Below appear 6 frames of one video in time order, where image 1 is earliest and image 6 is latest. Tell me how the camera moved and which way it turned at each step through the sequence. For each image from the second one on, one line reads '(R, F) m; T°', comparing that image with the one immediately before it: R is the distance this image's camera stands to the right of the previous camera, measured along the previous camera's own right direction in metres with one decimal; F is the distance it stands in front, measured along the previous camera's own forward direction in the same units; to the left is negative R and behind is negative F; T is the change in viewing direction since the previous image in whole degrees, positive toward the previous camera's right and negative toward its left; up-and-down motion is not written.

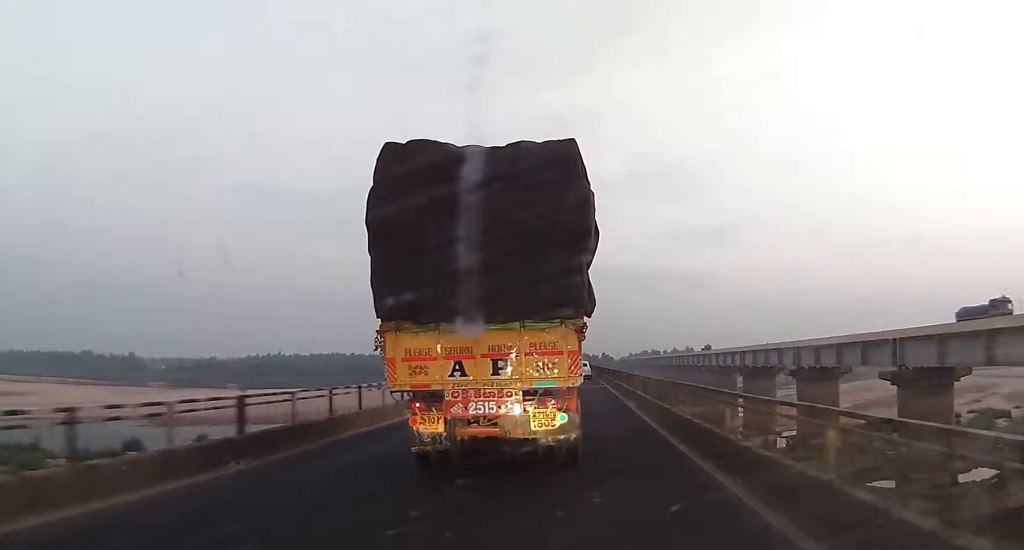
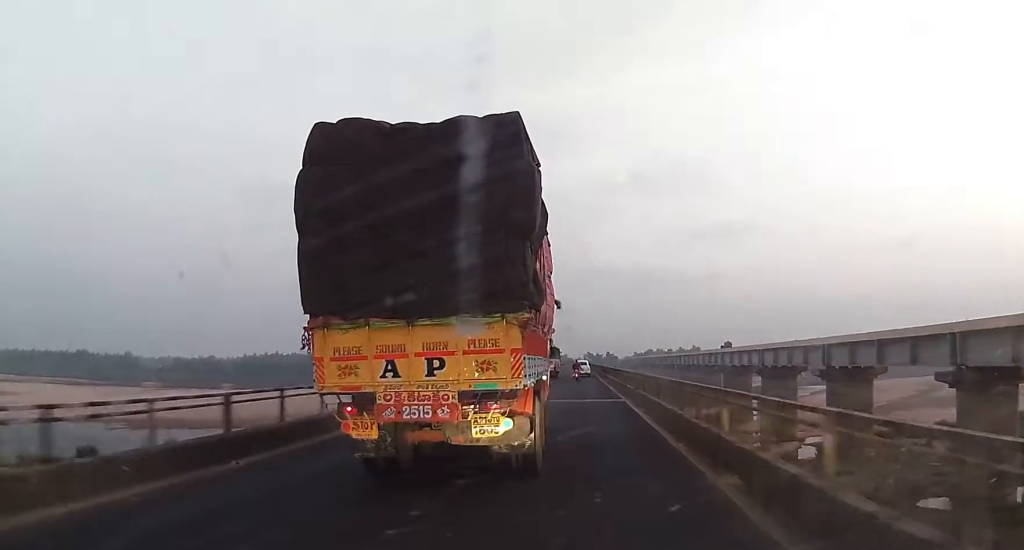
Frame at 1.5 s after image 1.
(0.0, +15.8) m; 0°
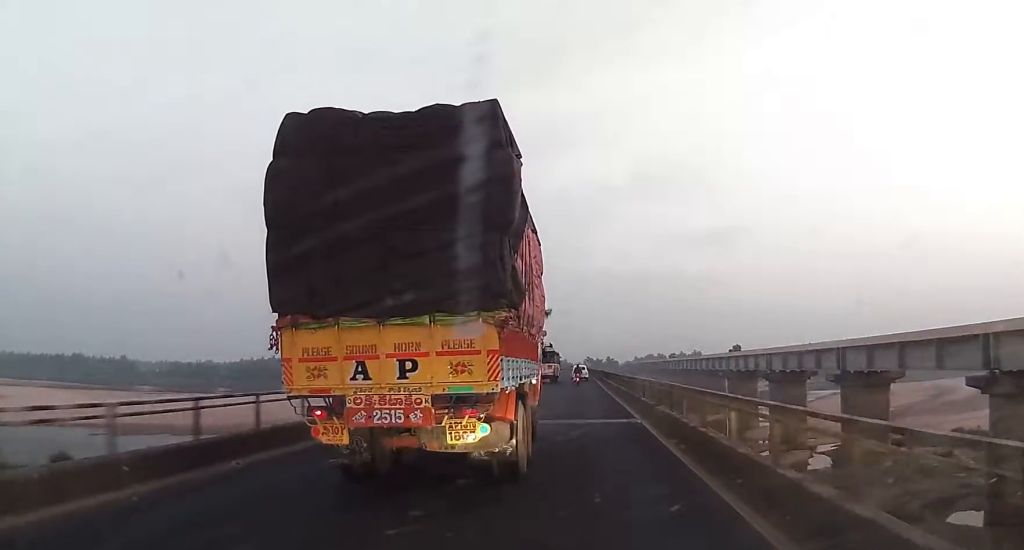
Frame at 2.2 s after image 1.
(0.0, +7.6) m; -1°
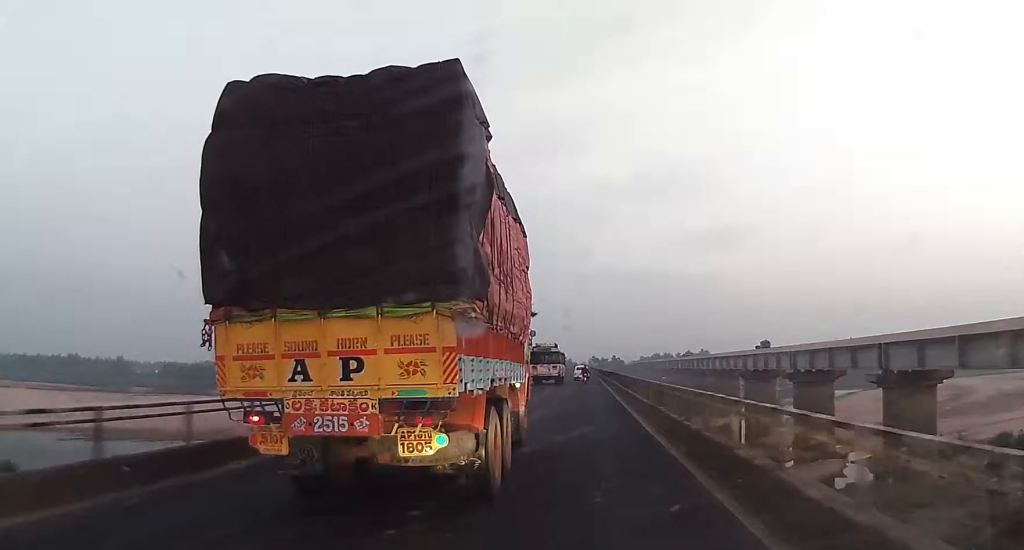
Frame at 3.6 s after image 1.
(+0.2, +16.0) m; +3°
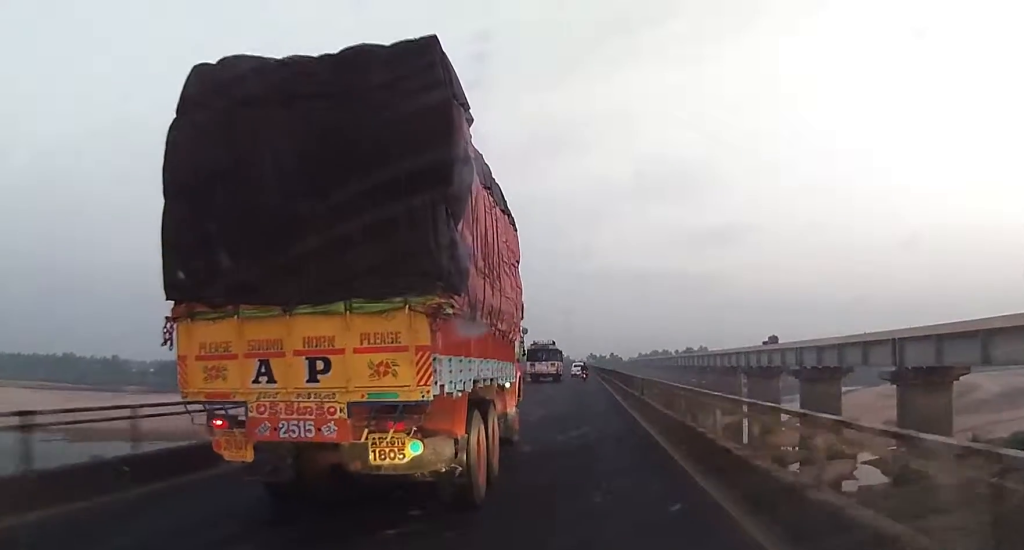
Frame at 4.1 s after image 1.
(+0.6, +5.7) m; -1°
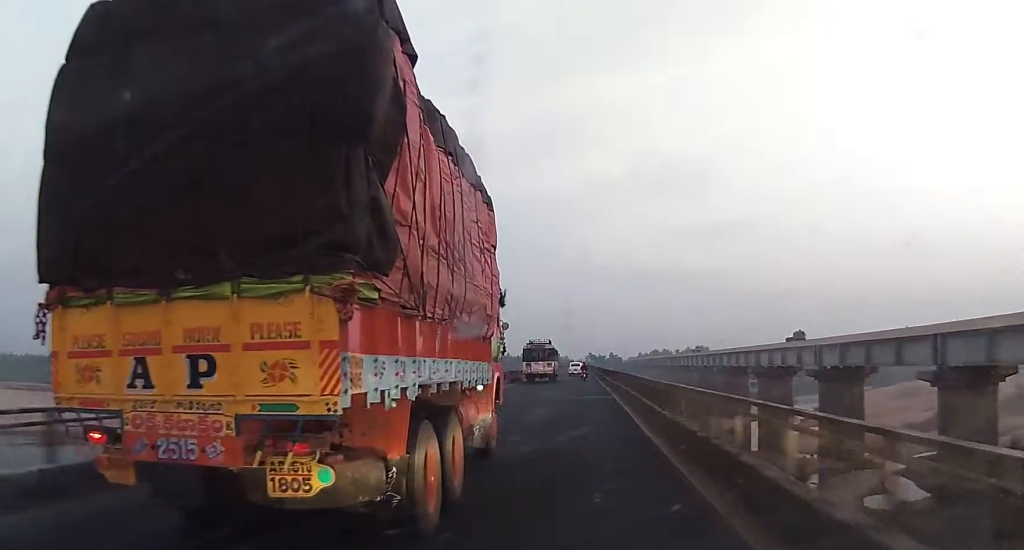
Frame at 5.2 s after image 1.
(-1.1, +12.5) m; -1°
